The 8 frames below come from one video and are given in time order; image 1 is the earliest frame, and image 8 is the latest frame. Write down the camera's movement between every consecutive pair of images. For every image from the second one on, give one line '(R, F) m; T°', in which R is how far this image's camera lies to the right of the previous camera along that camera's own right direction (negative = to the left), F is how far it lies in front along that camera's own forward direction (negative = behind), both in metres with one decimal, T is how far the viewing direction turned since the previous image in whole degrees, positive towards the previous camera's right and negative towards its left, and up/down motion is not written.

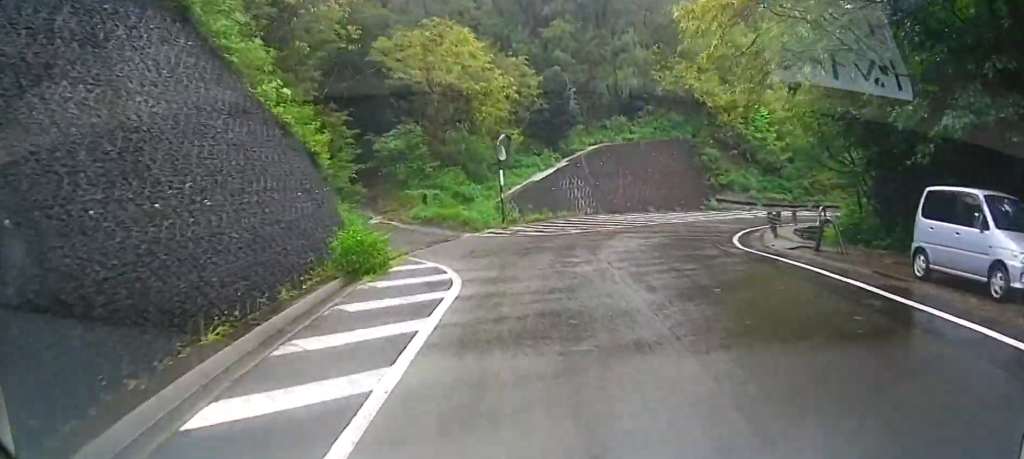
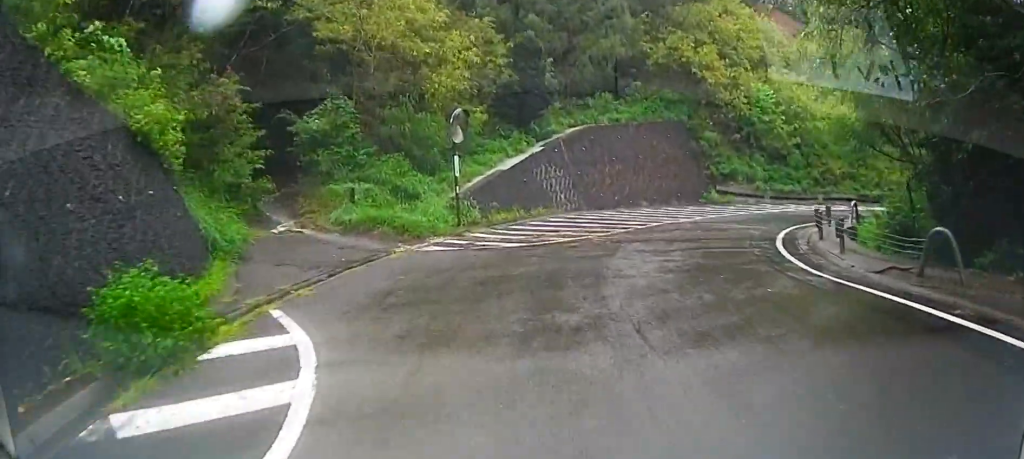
(-0.1, +7.1) m; +11°
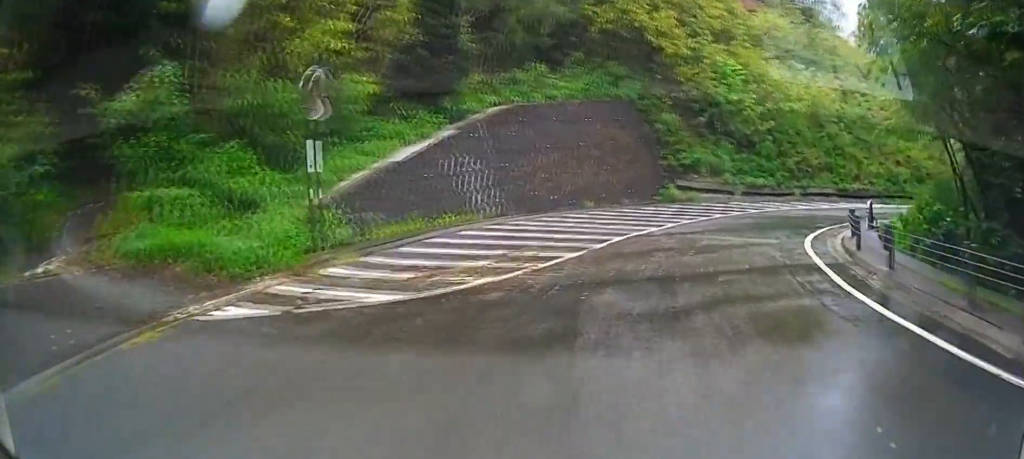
(+1.4, +7.6) m; +21°
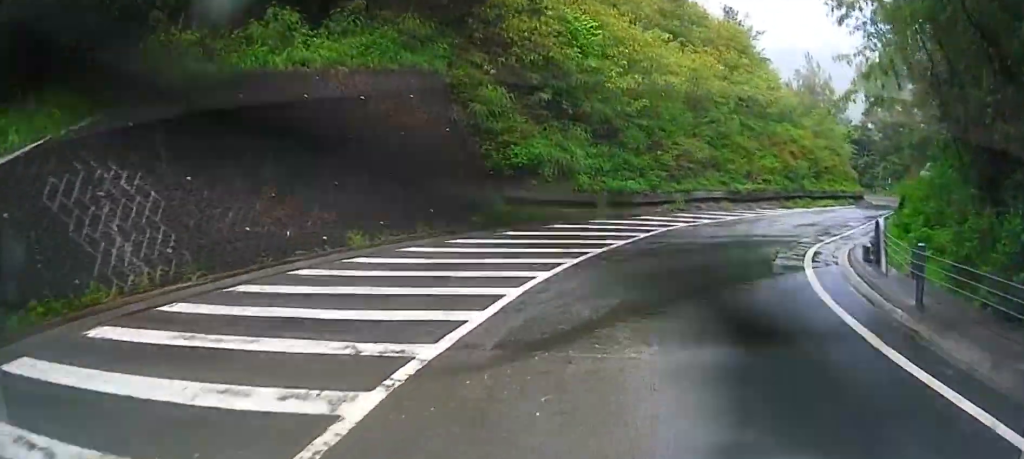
(+2.4, +11.5) m; +13°
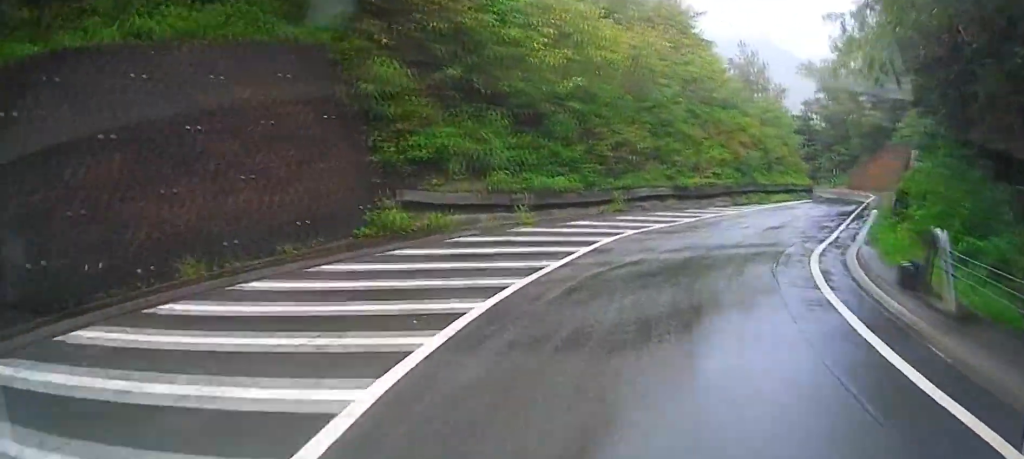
(0.0, +4.9) m; 0°
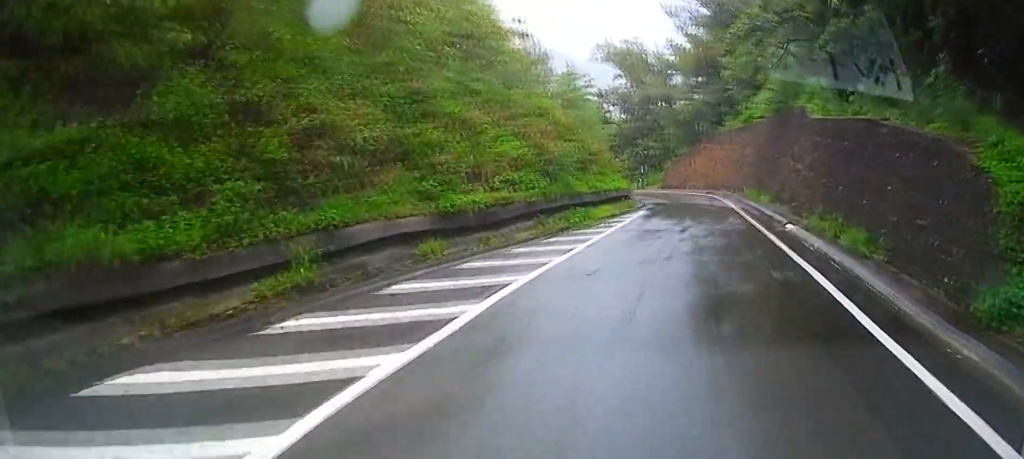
(0.0, +13.0) m; 0°
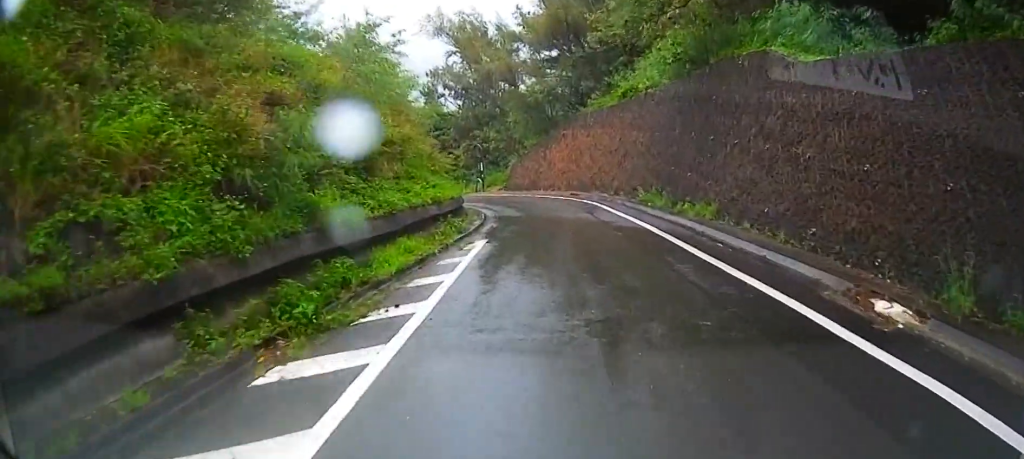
(0.0, +11.6) m; +1°
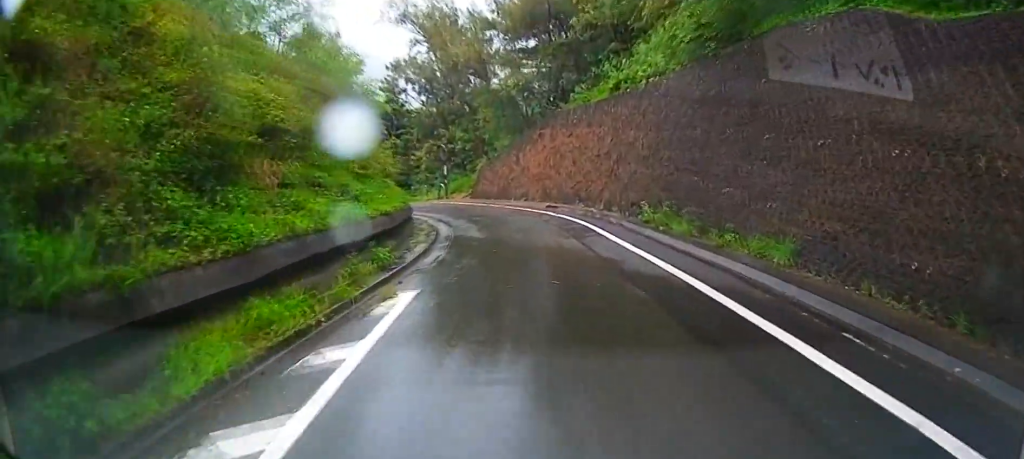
(0.0, +5.6) m; +6°
